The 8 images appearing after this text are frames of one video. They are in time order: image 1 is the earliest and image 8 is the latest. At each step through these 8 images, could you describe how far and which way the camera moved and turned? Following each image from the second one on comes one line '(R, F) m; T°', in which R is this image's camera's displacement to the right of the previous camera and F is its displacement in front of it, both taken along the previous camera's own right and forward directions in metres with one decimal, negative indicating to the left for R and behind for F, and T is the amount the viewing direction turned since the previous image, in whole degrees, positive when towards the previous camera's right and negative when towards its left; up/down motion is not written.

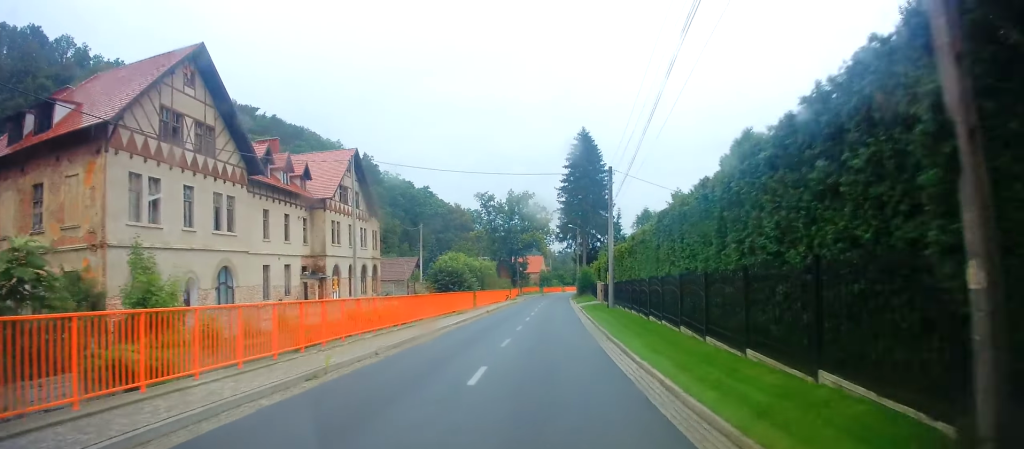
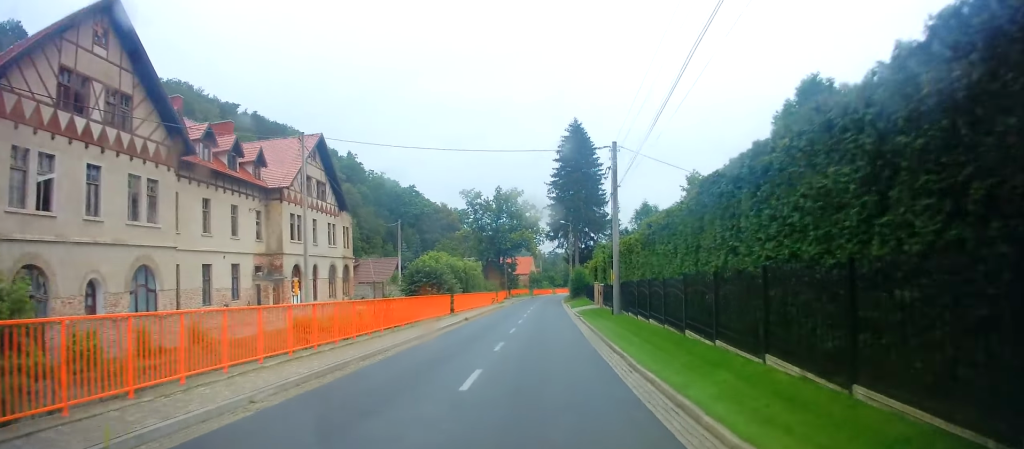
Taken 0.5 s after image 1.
(+0.3, +6.2) m; +1°
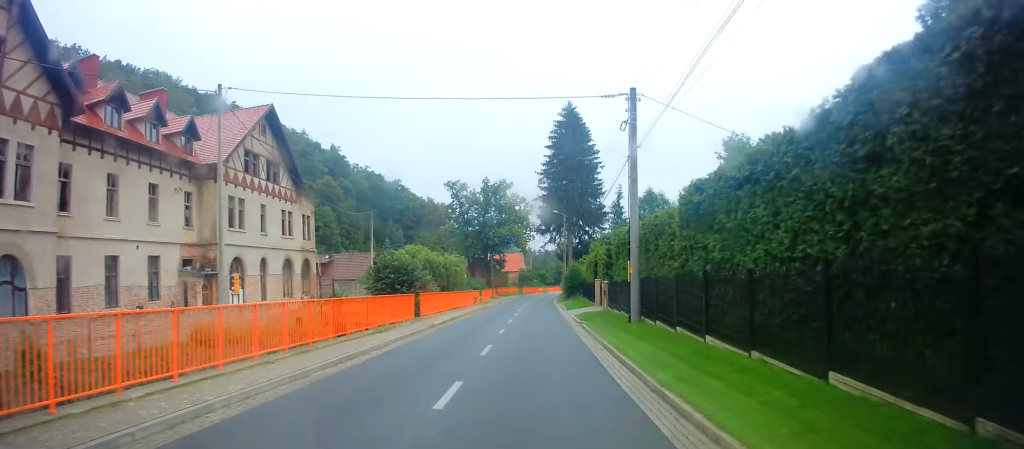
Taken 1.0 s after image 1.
(+0.2, +7.5) m; +1°
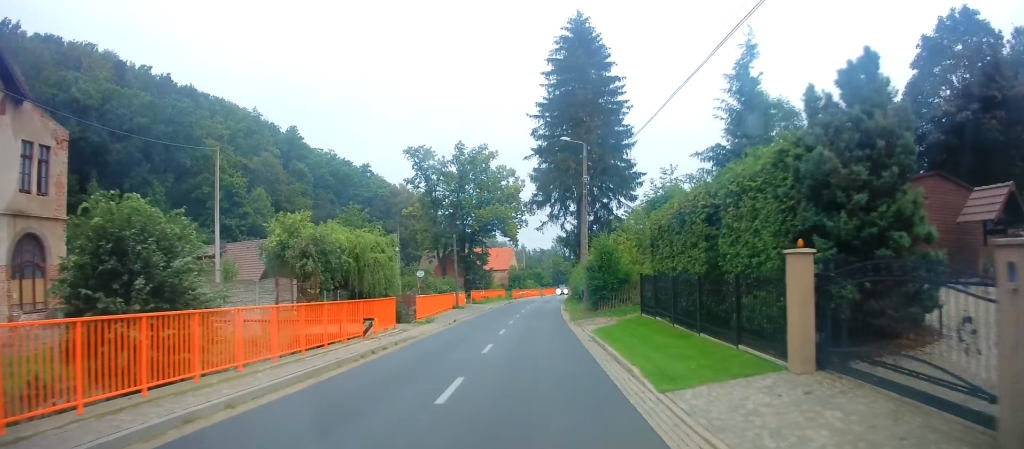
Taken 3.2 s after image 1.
(-0.4, +29.3) m; -1°
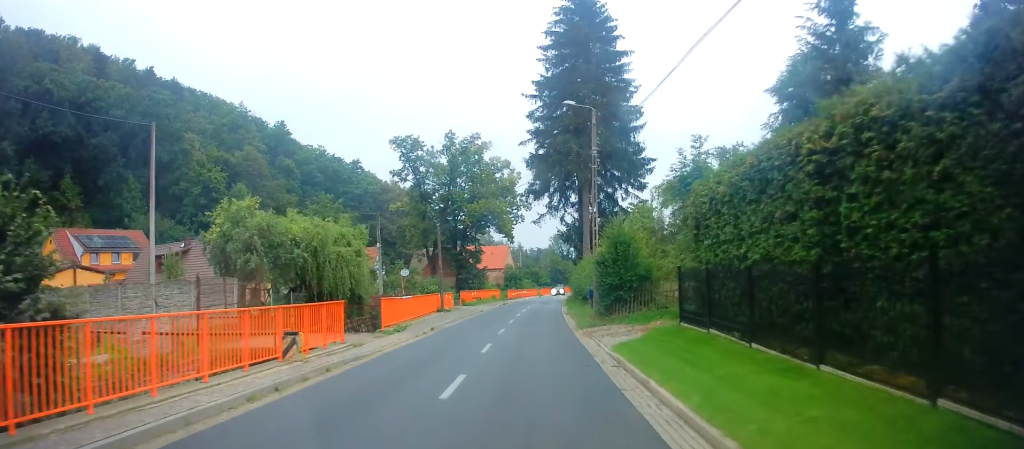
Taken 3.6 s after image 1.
(-0.3, +6.0) m; +1°
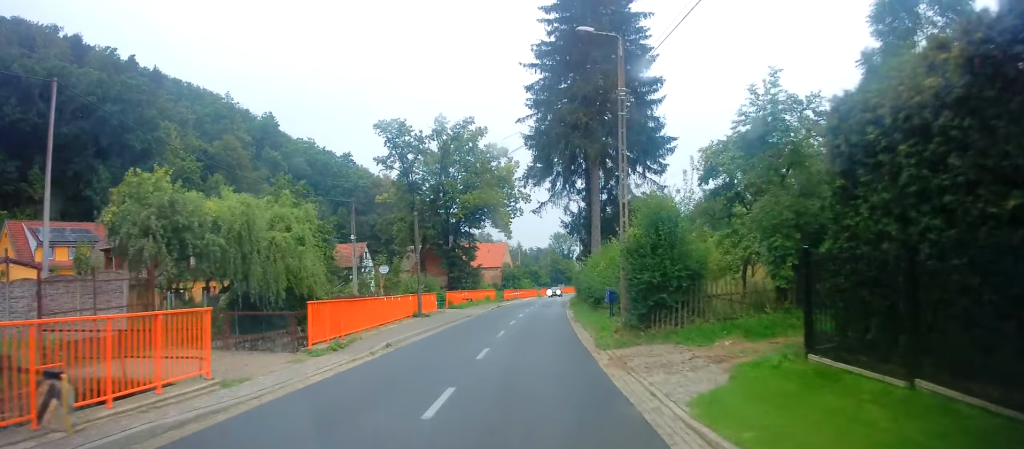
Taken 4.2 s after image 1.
(+0.1, +7.3) m; +1°
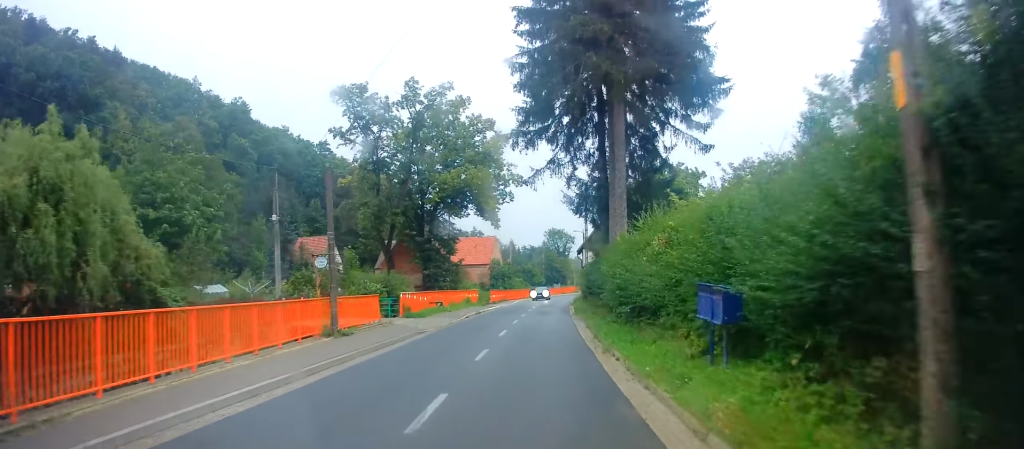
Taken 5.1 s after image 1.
(+0.6, +12.8) m; +1°
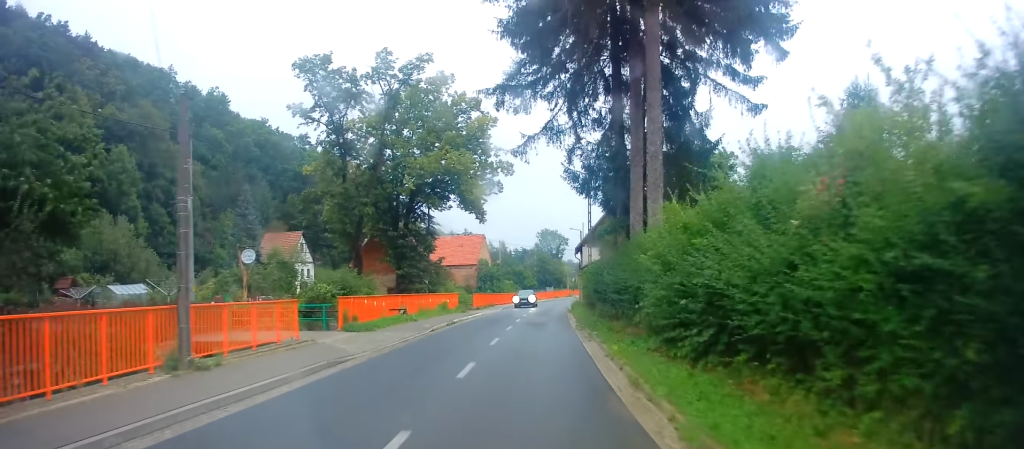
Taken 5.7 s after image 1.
(-0.2, +8.1) m; -2°
